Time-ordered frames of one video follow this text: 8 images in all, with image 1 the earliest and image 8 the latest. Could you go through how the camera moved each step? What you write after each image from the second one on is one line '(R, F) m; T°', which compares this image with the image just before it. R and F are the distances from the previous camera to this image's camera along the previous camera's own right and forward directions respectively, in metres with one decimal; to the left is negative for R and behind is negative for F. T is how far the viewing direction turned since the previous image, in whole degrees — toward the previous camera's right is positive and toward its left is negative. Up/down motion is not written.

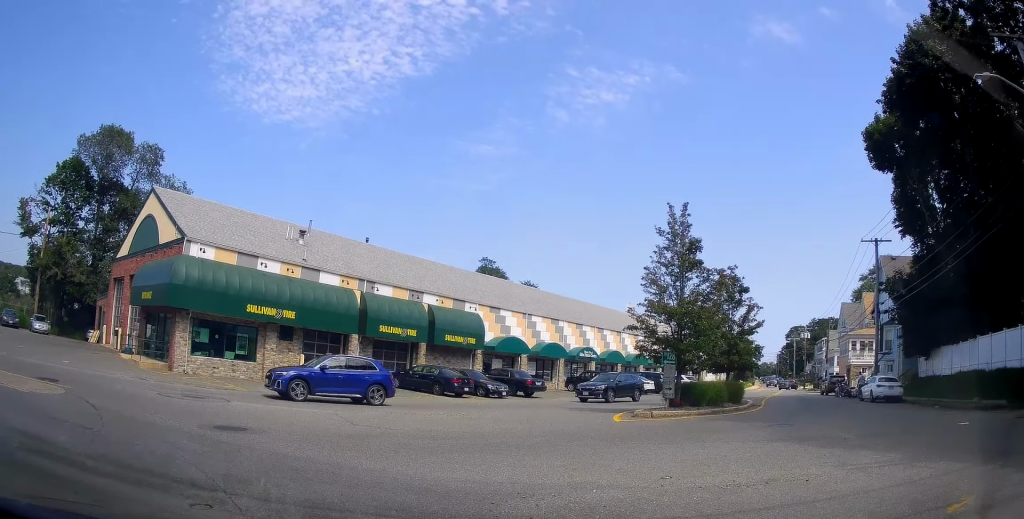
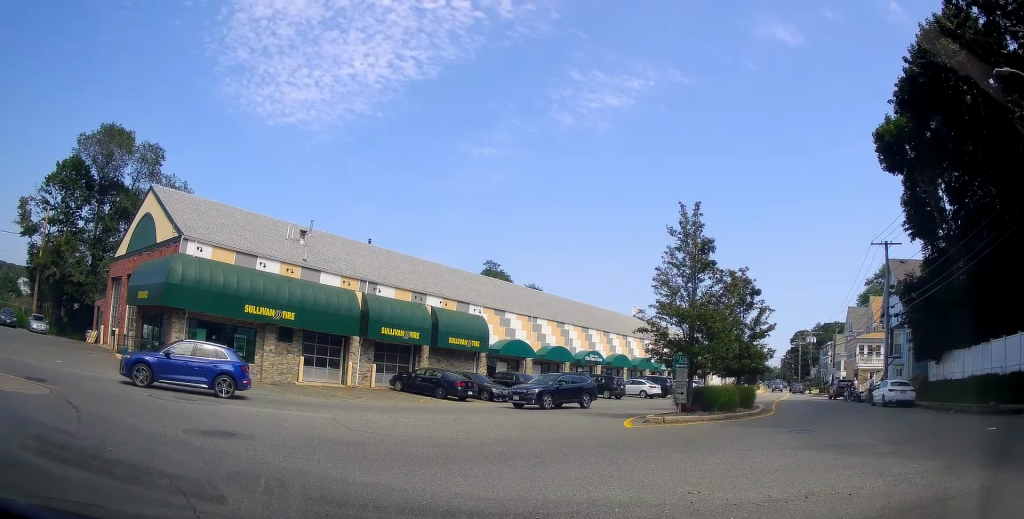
(+0.3, +0.8) m; 0°
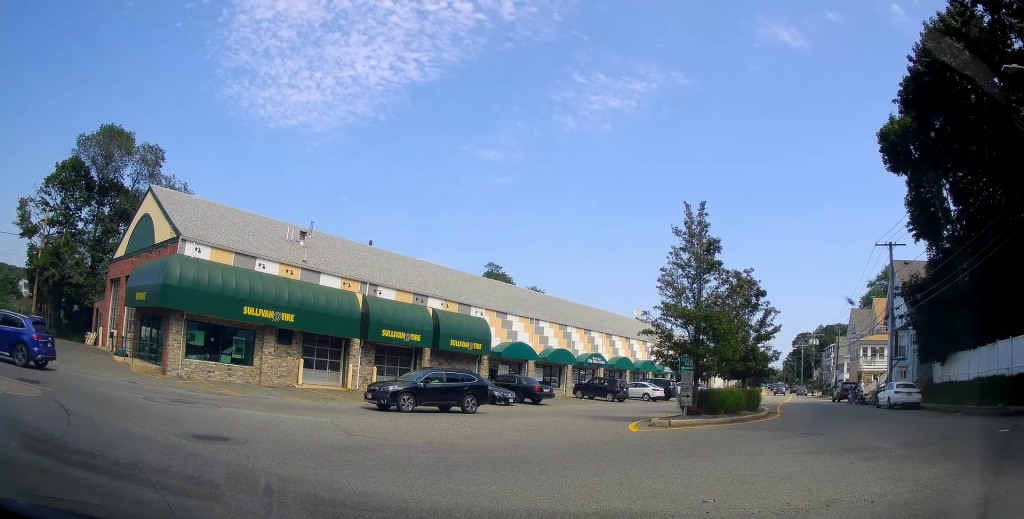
(+0.3, +0.9) m; 0°
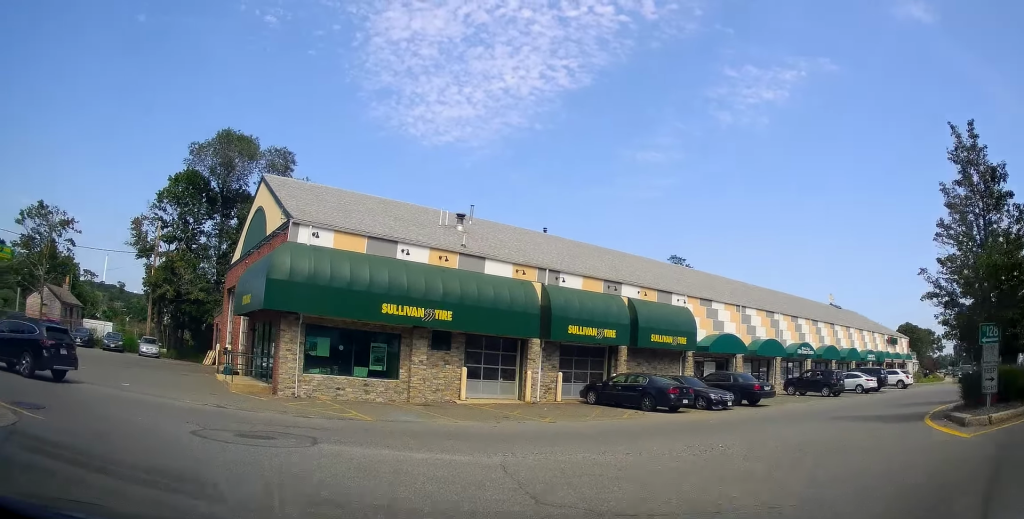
(-0.1, +3.2) m; -32°
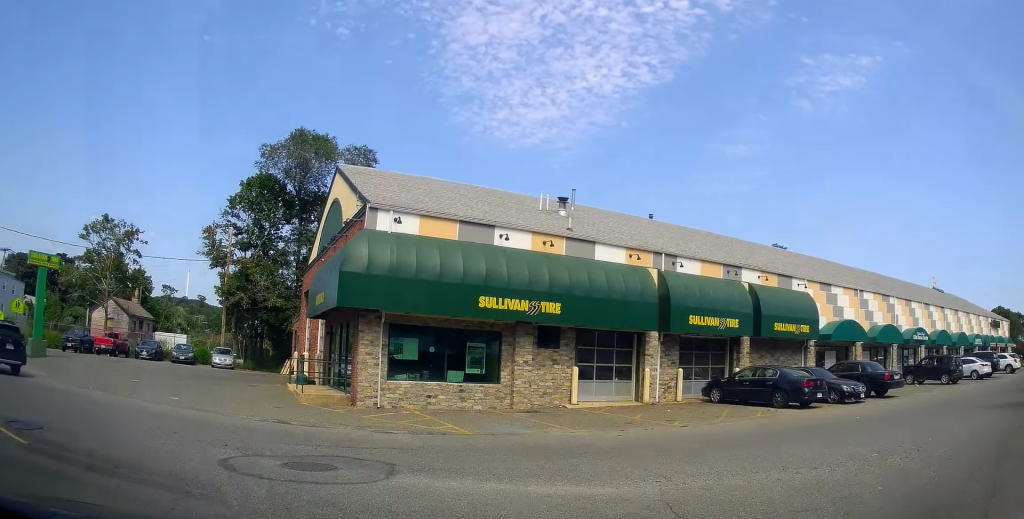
(-0.6, +1.4) m; -18°
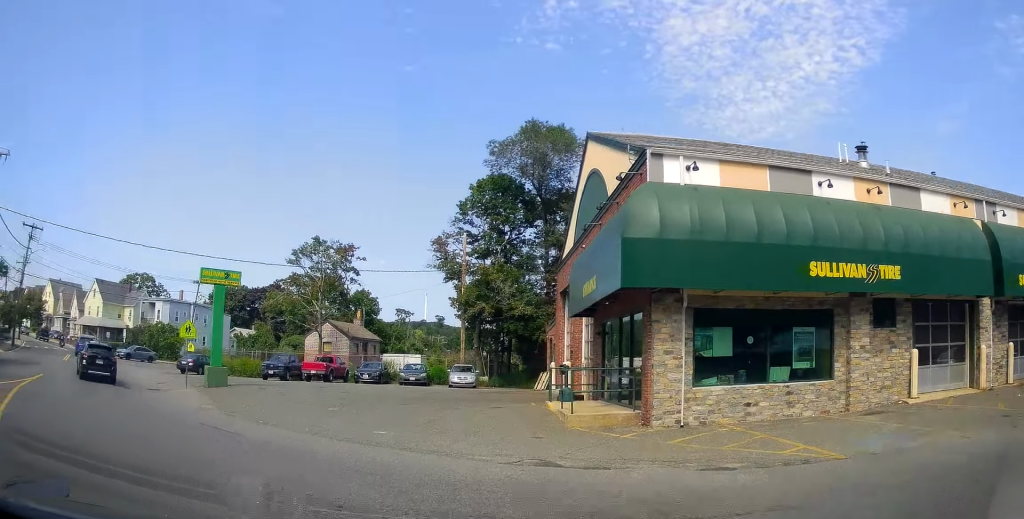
(-0.7, +3.4) m; -25°
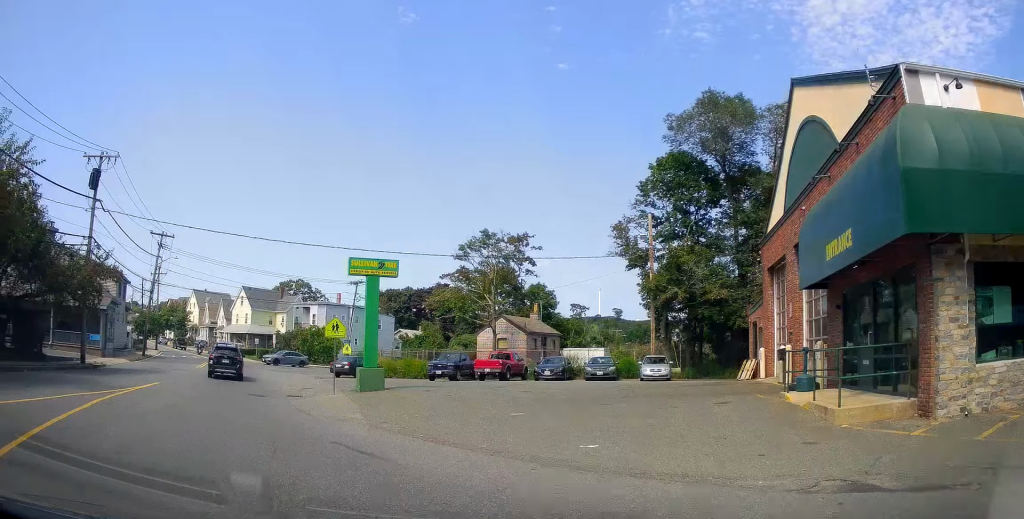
(-0.3, +2.7) m; -12°
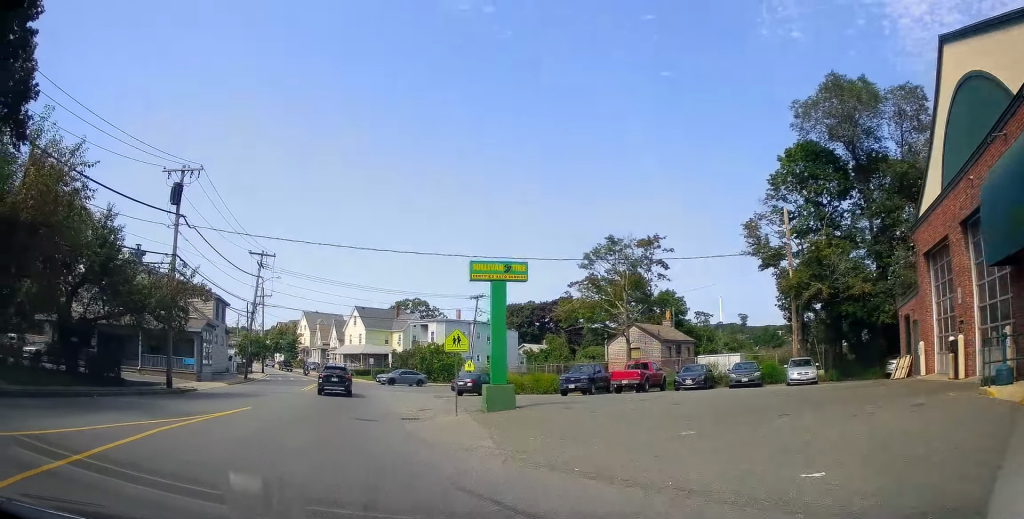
(-0.4, +2.3) m; -8°
